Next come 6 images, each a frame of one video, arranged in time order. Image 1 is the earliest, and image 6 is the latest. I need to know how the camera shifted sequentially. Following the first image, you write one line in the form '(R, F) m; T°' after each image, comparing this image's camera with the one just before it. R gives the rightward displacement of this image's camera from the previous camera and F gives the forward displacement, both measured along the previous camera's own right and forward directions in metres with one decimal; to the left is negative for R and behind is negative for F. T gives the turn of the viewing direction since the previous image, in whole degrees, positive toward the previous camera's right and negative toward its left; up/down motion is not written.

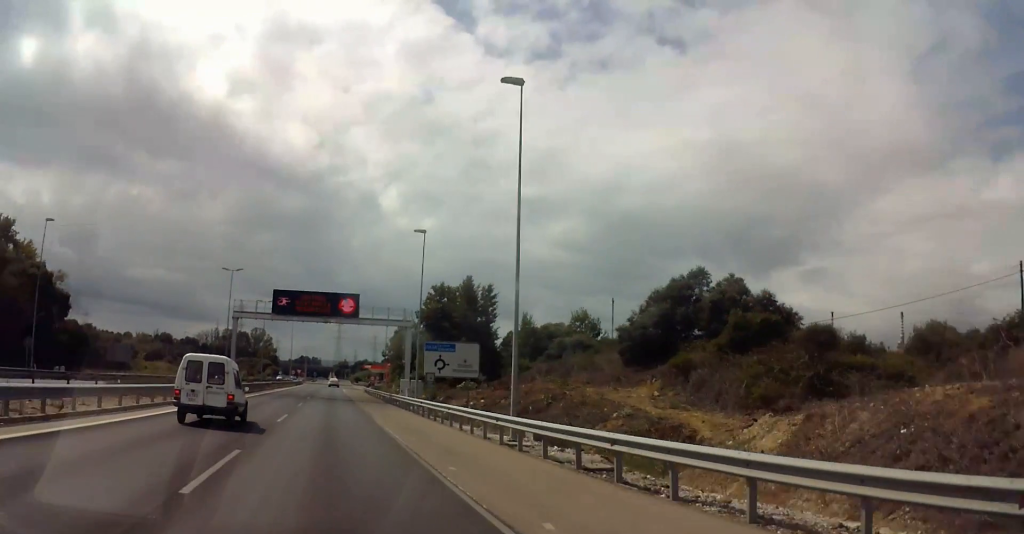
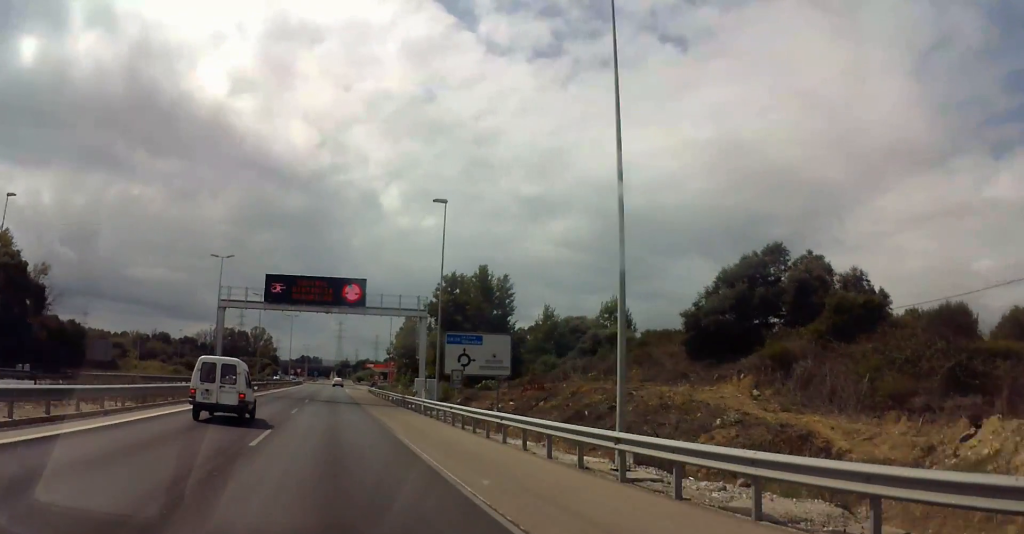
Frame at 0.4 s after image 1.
(+0.1, +7.5) m; 0°
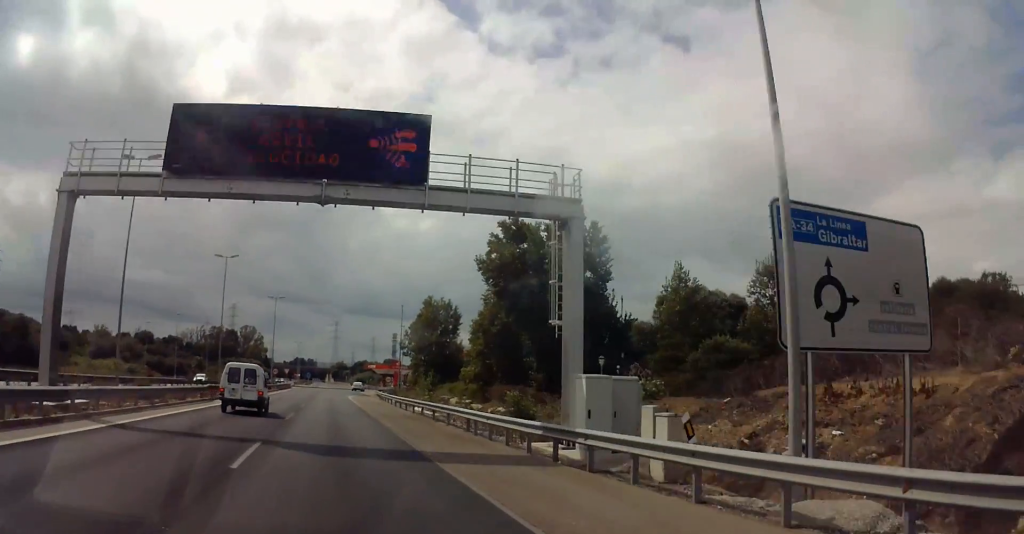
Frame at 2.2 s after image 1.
(0.0, +30.5) m; 0°
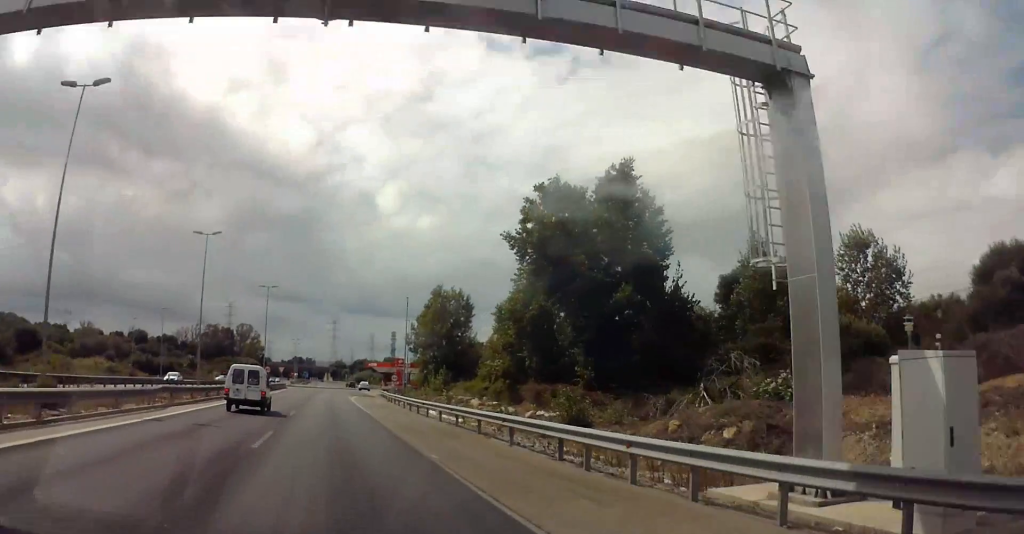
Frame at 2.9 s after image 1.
(0.0, +10.7) m; 0°
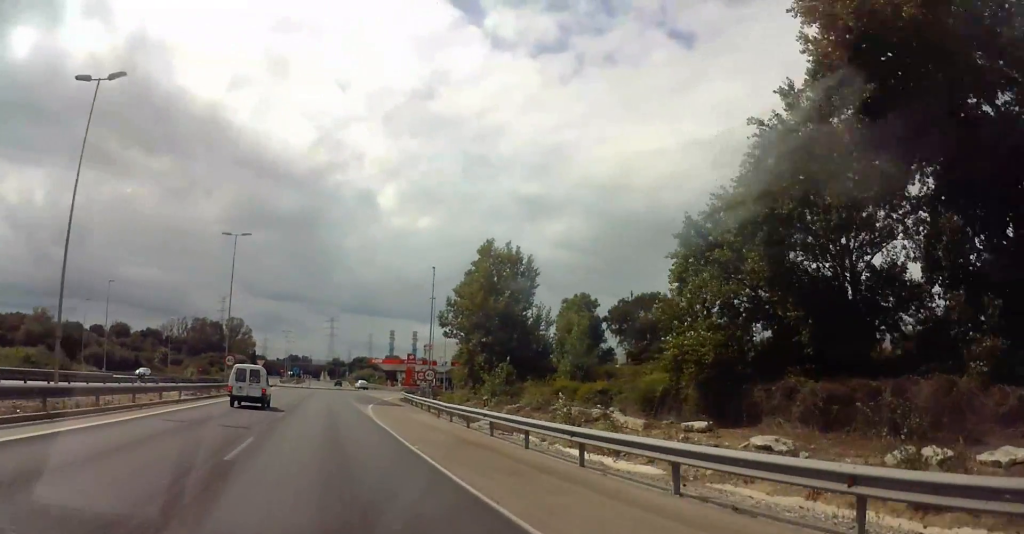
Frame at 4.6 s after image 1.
(0.0, +28.8) m; -1°
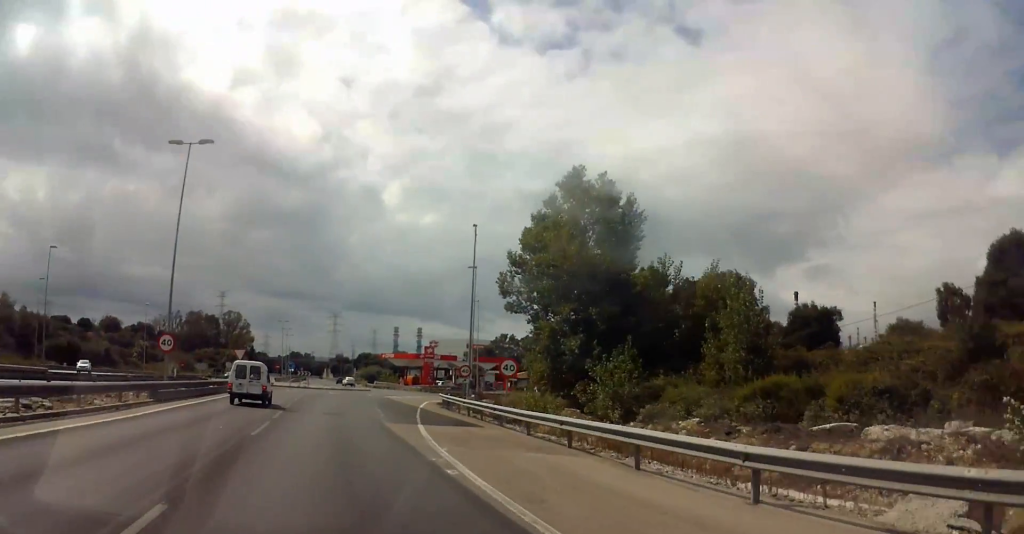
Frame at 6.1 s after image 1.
(-0.3, +21.5) m; 0°
